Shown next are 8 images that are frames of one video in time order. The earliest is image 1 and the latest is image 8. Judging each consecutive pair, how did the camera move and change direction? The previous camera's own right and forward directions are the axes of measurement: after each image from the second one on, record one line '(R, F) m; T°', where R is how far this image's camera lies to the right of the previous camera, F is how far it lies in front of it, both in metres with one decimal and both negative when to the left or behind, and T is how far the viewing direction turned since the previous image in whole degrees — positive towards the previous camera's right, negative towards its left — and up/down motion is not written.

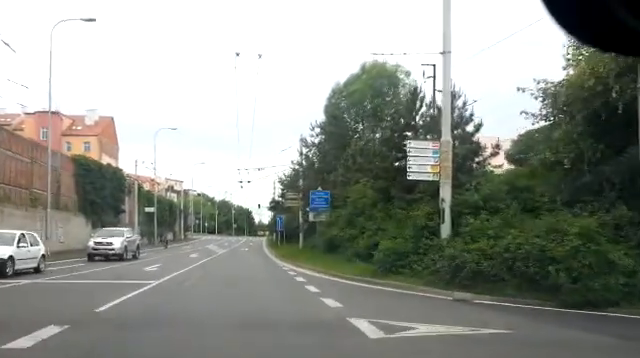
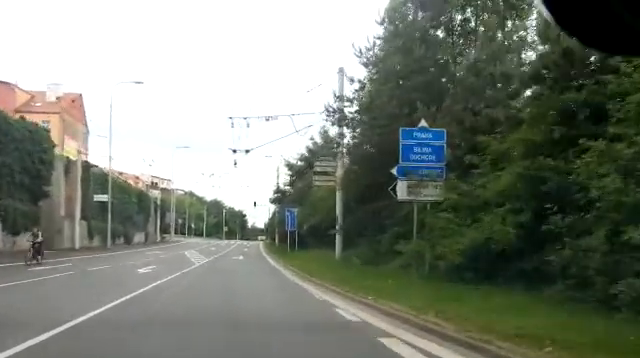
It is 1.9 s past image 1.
(+0.5, +15.4) m; +1°
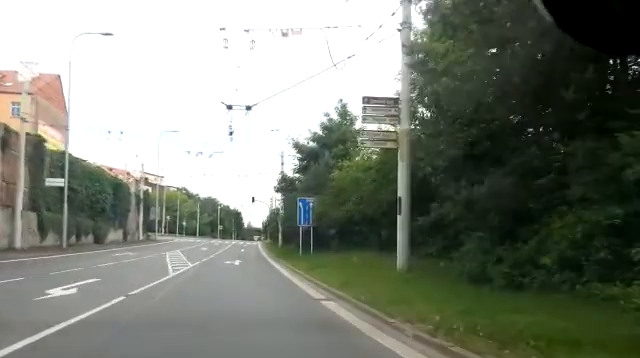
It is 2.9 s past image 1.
(-0.3, +8.9) m; 0°
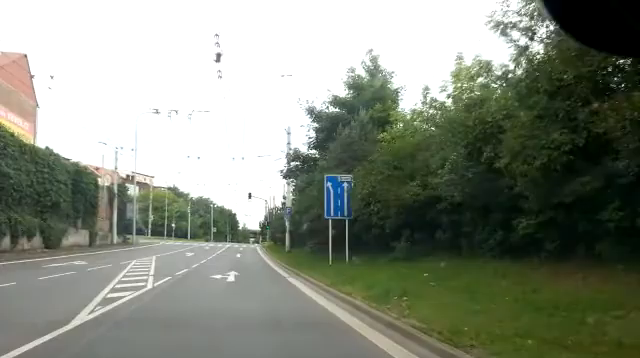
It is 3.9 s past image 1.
(+0.2, +10.0) m; +4°
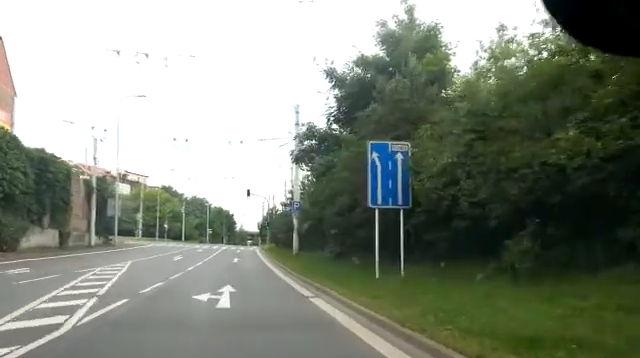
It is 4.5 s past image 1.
(+0.2, +6.3) m; +1°
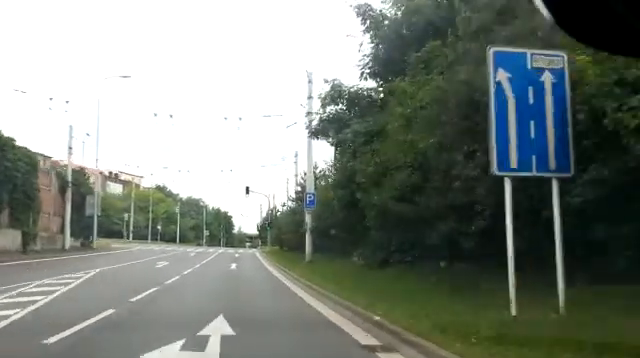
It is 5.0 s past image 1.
(+0.2, +5.7) m; 0°
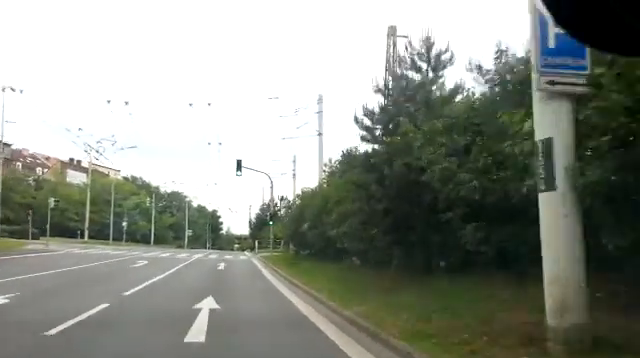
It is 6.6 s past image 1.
(0.0, +18.3) m; +1°
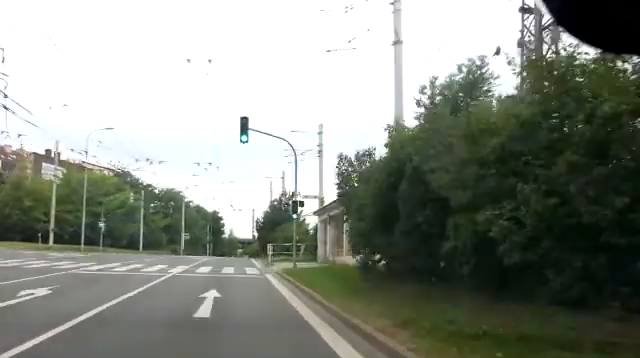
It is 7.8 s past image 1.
(-0.1, +13.2) m; 0°
